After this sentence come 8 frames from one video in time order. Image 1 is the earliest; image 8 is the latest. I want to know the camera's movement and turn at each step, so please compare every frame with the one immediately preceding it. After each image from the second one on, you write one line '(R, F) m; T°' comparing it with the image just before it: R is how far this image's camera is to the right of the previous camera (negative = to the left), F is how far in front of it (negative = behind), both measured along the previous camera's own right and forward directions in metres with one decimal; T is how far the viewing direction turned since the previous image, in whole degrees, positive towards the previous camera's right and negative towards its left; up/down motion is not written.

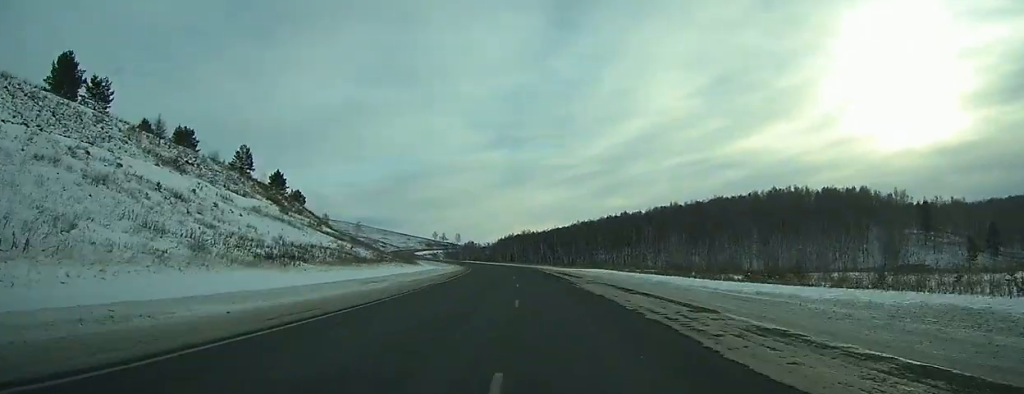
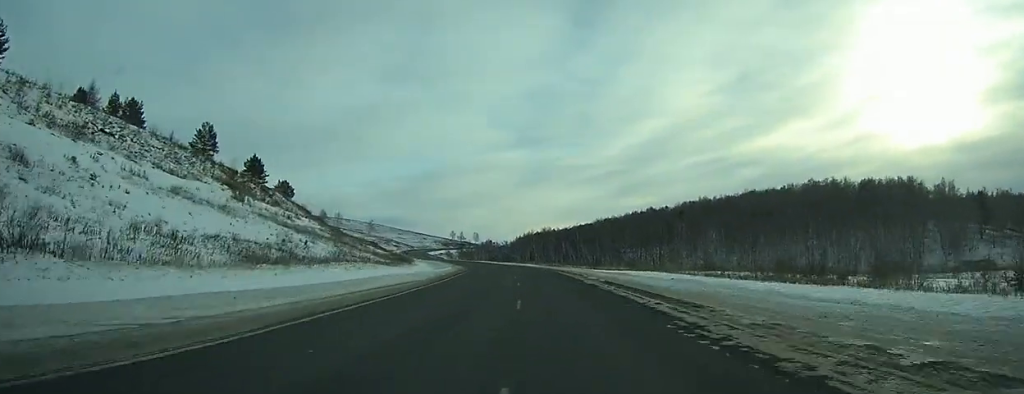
(-0.6, +25.7) m; -2°
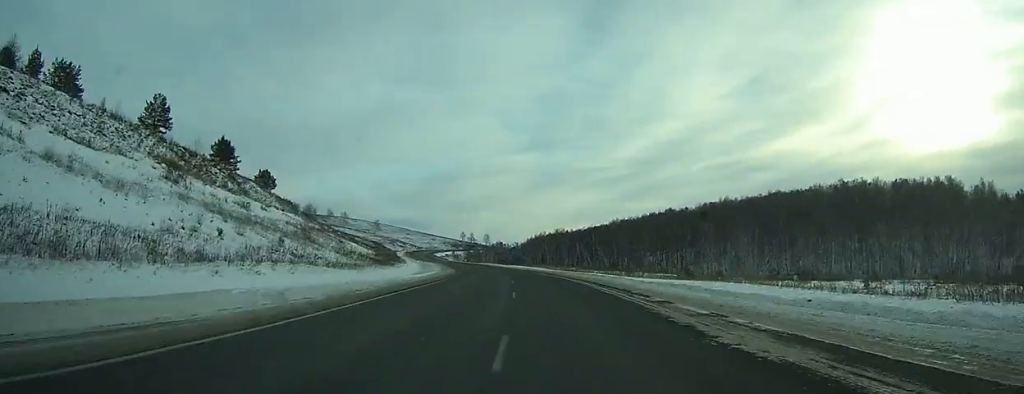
(0.0, +21.2) m; -2°
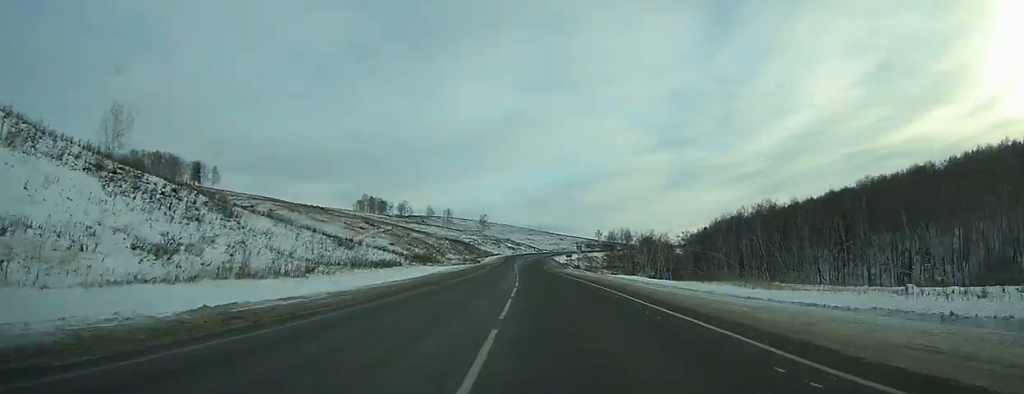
(-13.9, +128.3) m; -12°
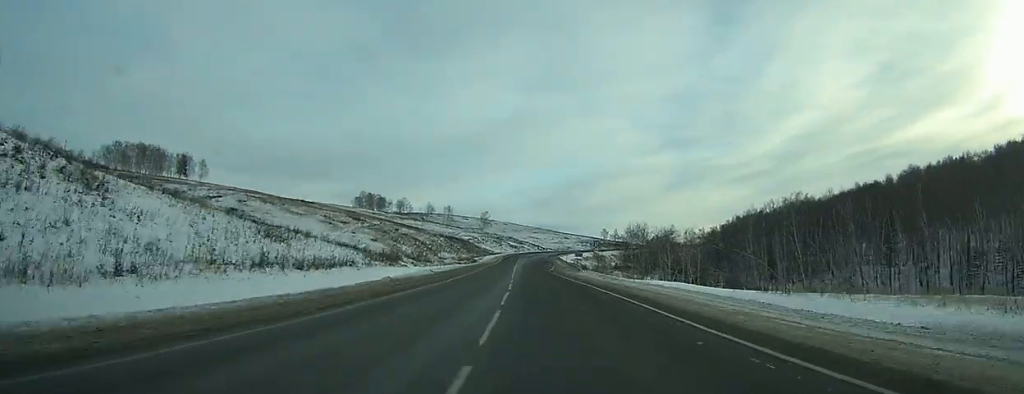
(-0.2, +17.8) m; -1°
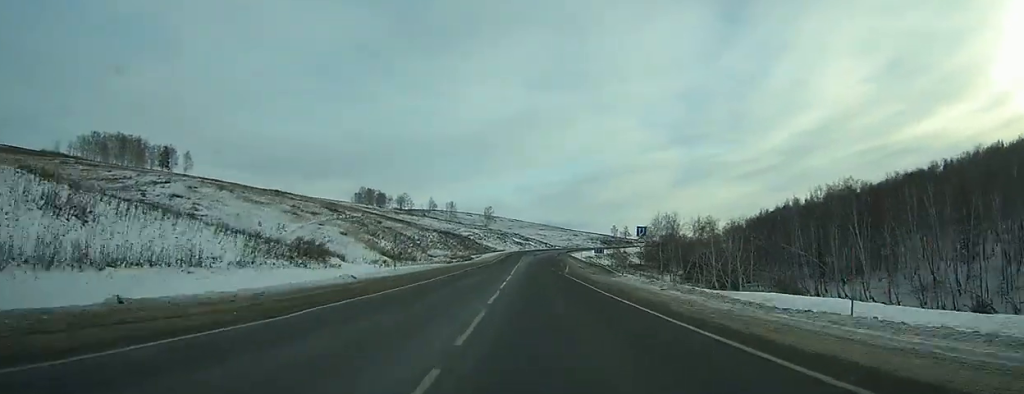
(-0.3, +22.7) m; -1°
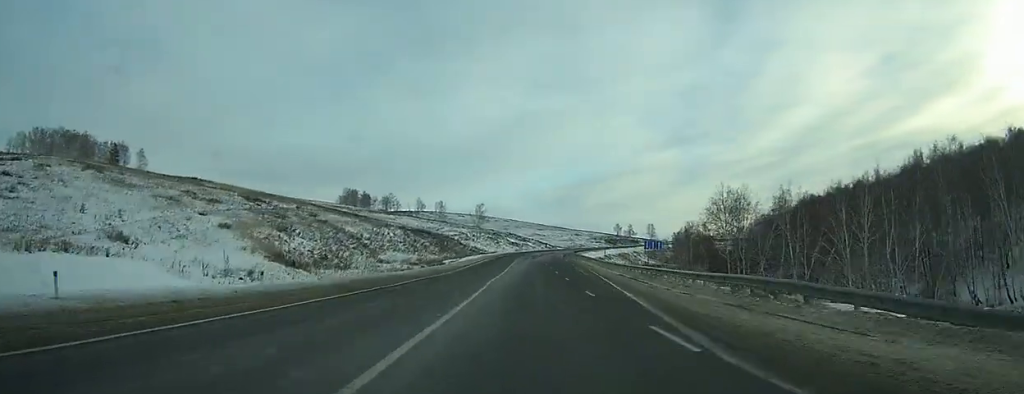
(-0.5, +38.6) m; -1°
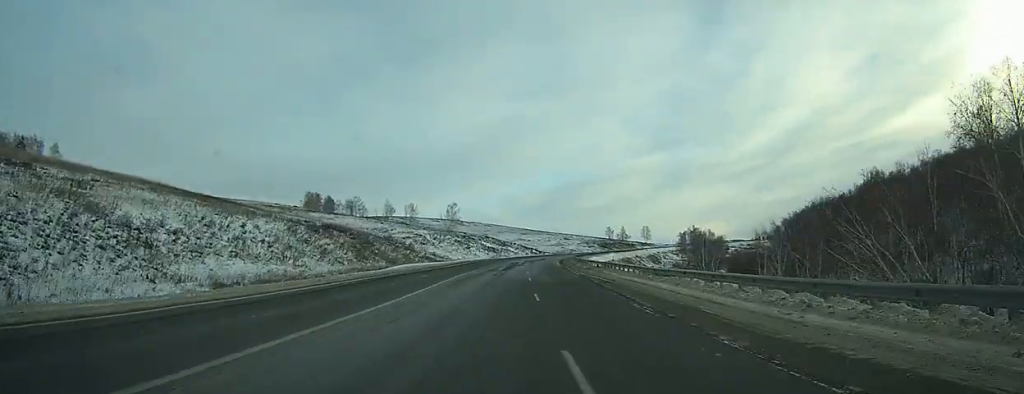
(-0.2, +49.9) m; 0°
